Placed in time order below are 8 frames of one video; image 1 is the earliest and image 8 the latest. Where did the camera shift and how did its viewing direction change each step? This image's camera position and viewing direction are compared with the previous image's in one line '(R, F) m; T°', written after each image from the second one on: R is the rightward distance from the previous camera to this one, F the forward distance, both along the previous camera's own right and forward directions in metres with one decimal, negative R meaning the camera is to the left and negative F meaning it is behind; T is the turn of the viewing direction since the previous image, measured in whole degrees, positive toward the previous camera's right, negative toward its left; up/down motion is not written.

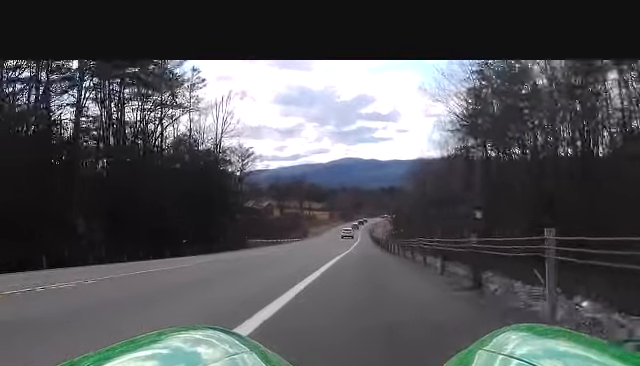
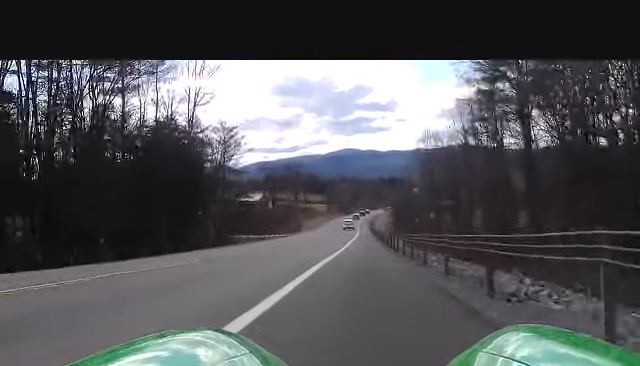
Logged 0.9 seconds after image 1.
(0.0, +17.2) m; 0°
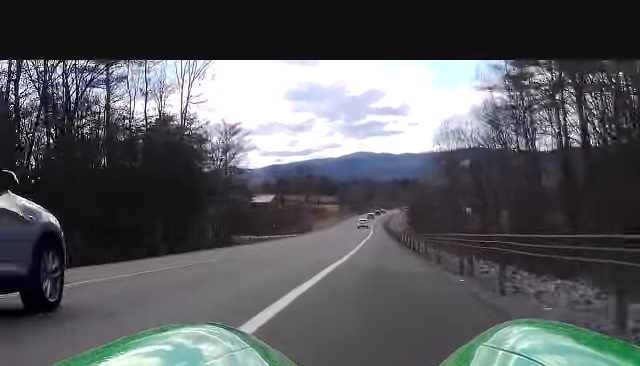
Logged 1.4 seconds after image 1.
(0.0, +9.5) m; 0°
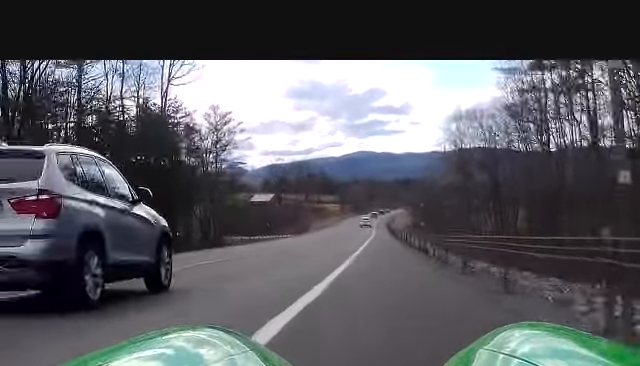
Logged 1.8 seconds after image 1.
(0.0, +8.8) m; 0°
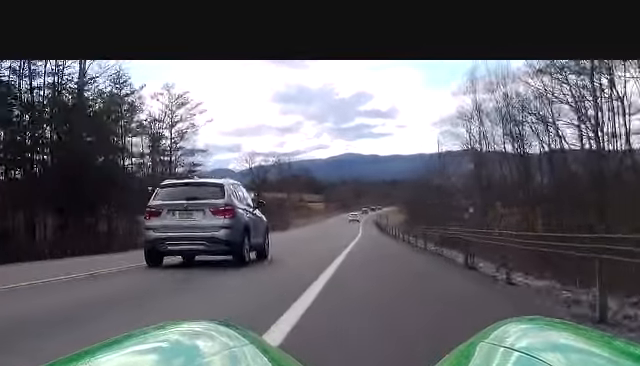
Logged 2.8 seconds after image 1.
(0.0, +18.1) m; 0°
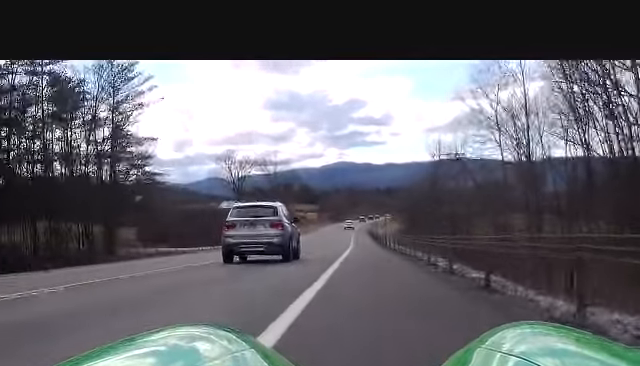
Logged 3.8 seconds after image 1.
(0.0, +18.1) m; 0°
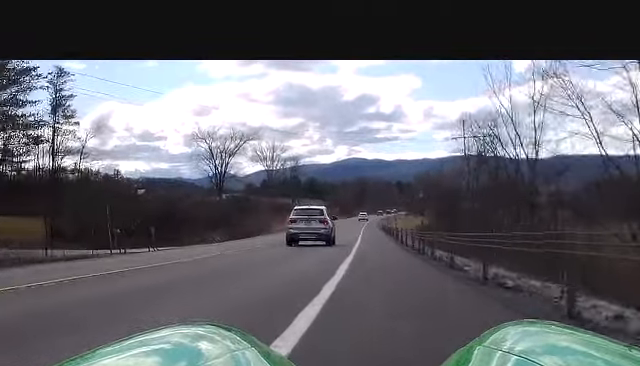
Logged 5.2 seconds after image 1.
(+0.1, +27.9) m; 0°
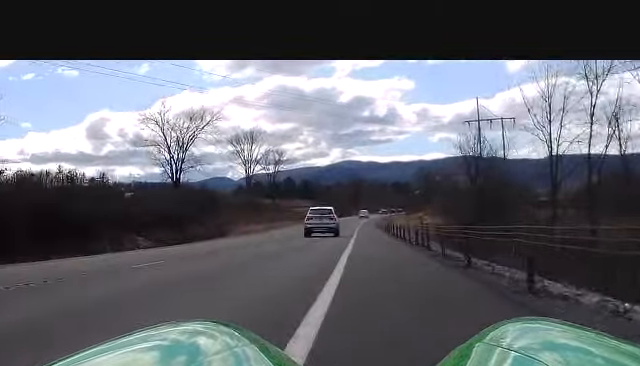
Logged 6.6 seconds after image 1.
(-0.1, +26.9) m; 0°
